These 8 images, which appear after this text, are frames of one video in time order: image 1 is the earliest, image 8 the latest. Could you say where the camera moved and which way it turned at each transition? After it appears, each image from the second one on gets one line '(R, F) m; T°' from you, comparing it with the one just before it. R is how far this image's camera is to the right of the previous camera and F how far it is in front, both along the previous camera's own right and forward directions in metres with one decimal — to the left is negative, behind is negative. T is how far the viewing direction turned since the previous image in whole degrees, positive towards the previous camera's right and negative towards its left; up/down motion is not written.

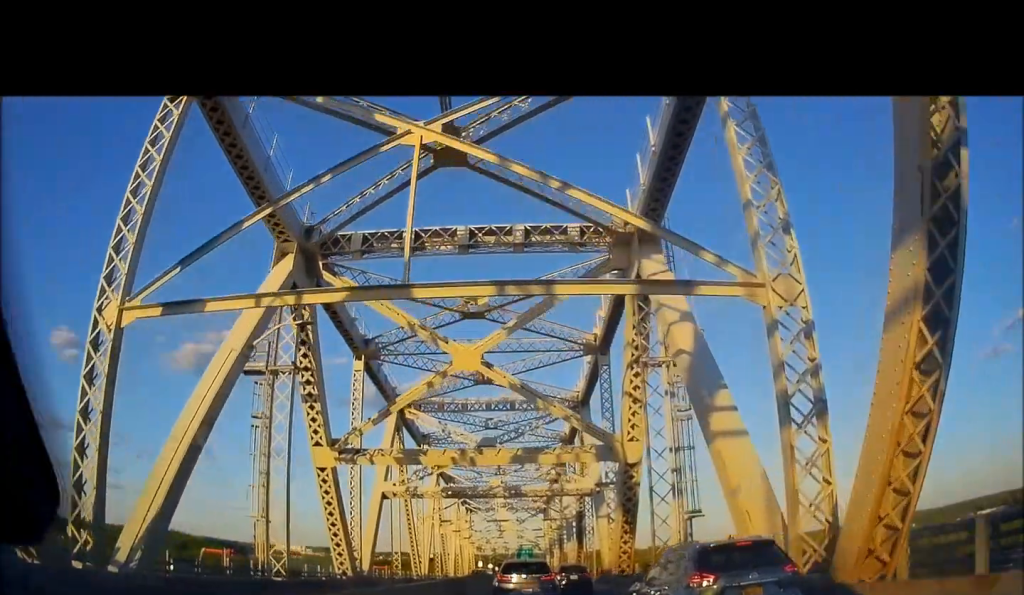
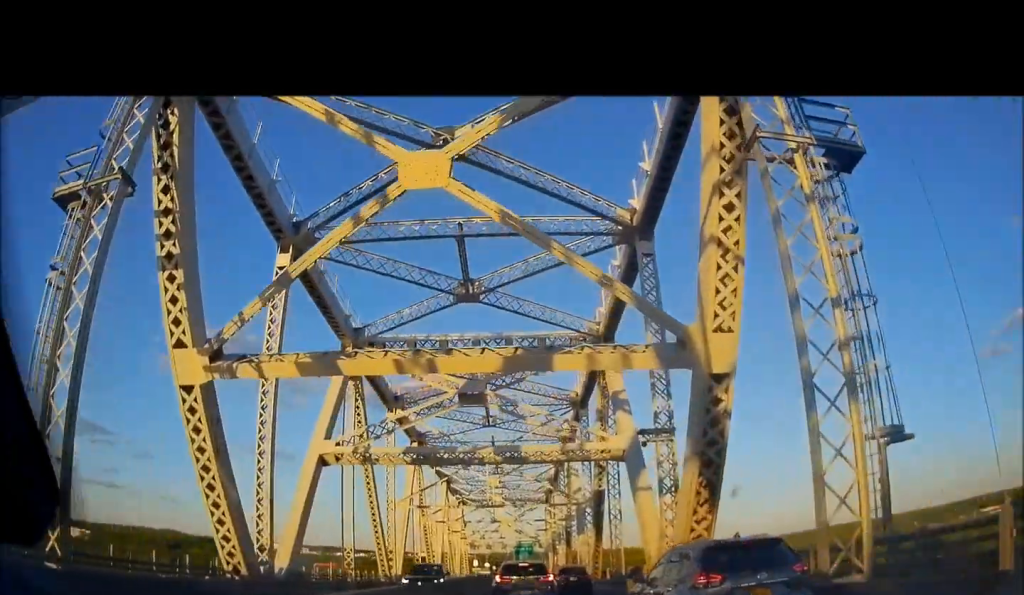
(-0.4, +12.5) m; 0°
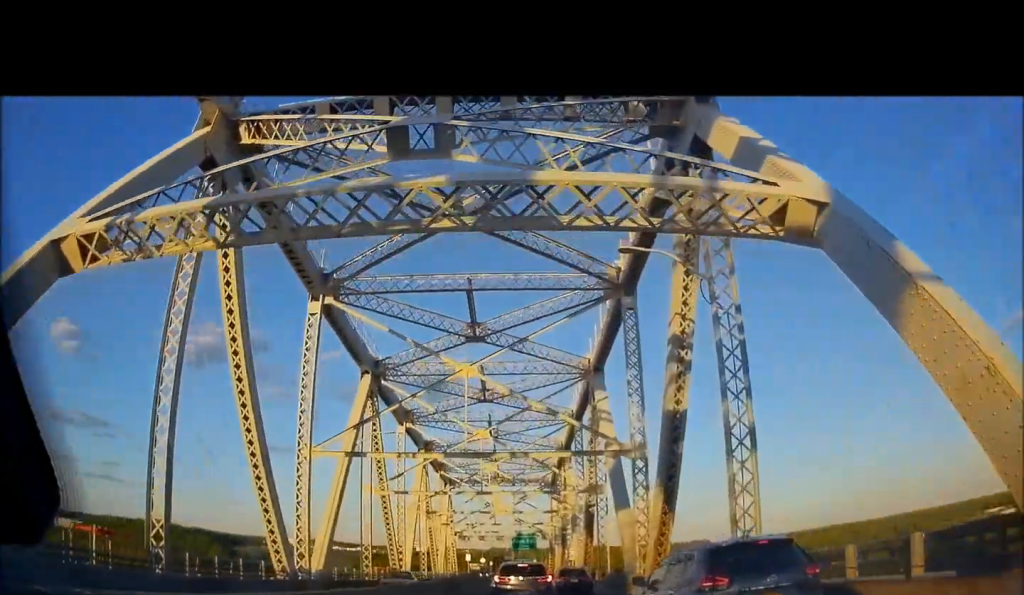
(+0.6, +18.1) m; +2°
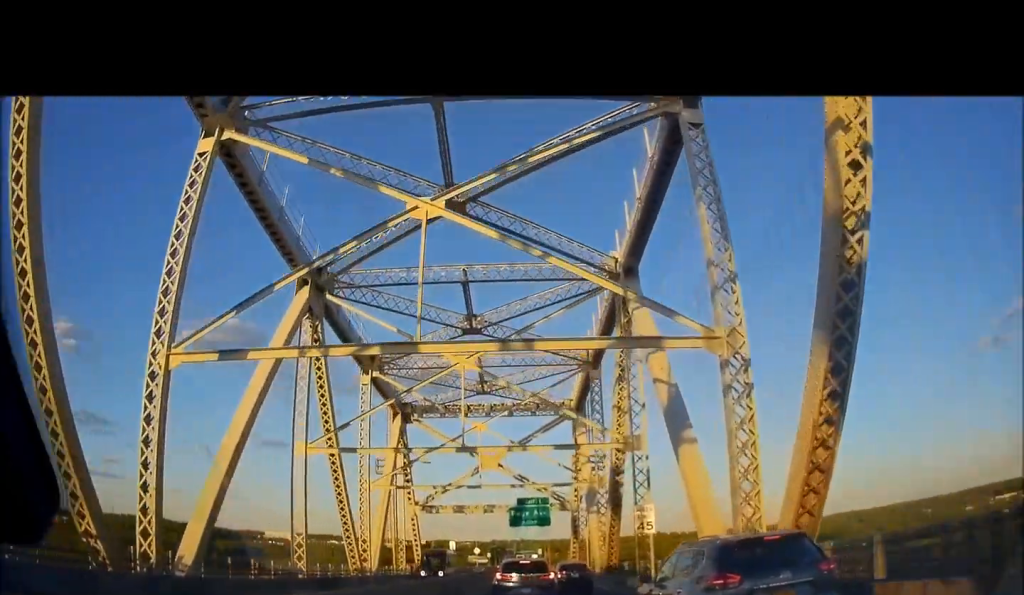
(+0.1, +34.9) m; 0°
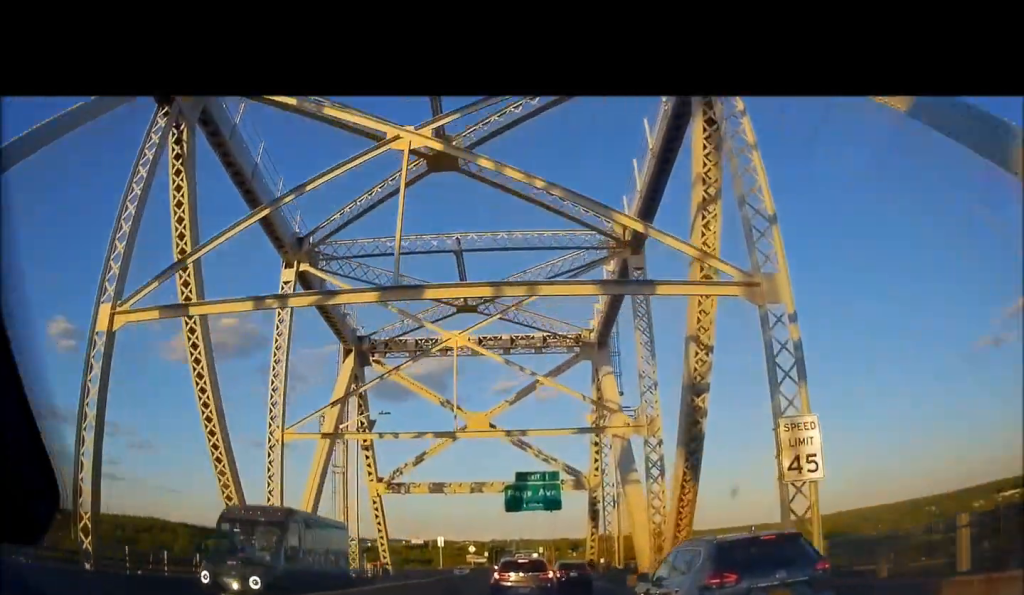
(0.0, +14.3) m; 0°
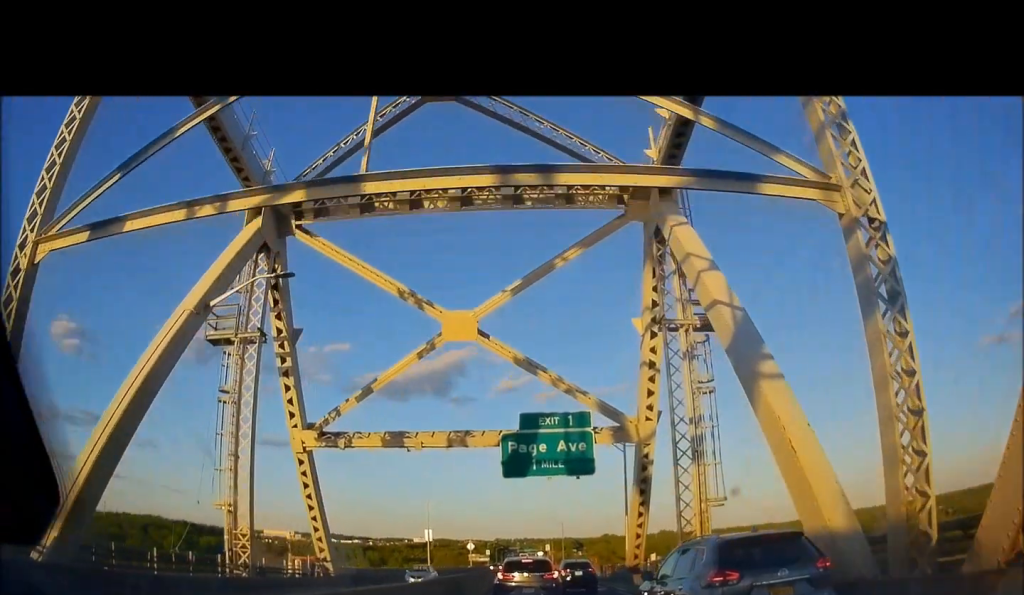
(0.0, +15.0) m; +2°
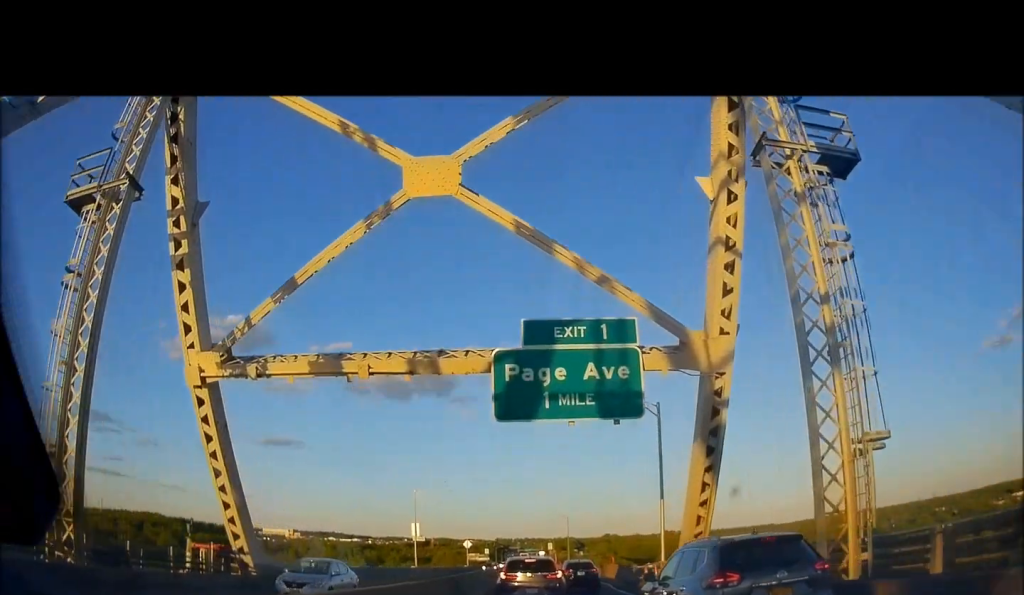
(+0.2, +9.2) m; -1°
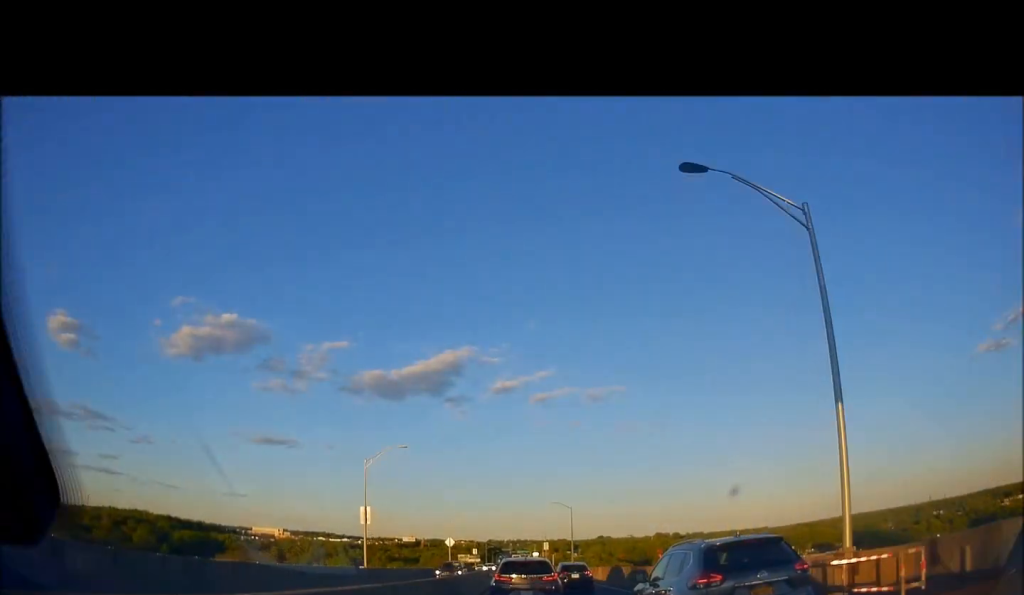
(-0.1, +17.3) m; -2°
